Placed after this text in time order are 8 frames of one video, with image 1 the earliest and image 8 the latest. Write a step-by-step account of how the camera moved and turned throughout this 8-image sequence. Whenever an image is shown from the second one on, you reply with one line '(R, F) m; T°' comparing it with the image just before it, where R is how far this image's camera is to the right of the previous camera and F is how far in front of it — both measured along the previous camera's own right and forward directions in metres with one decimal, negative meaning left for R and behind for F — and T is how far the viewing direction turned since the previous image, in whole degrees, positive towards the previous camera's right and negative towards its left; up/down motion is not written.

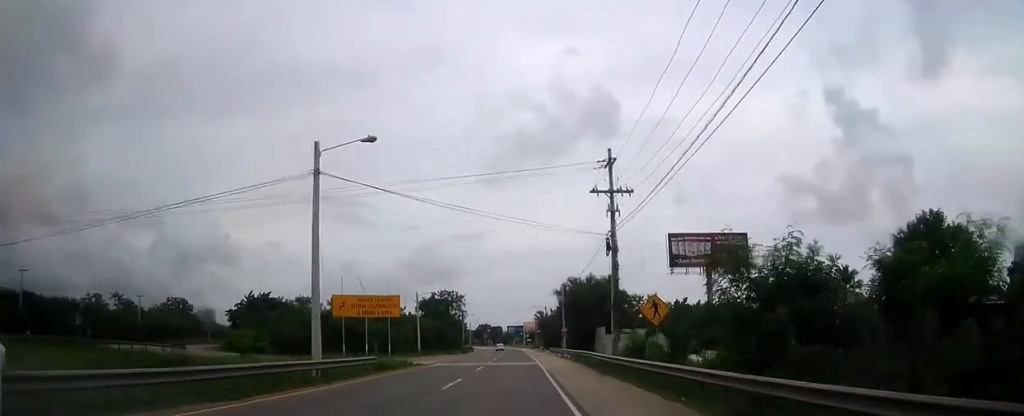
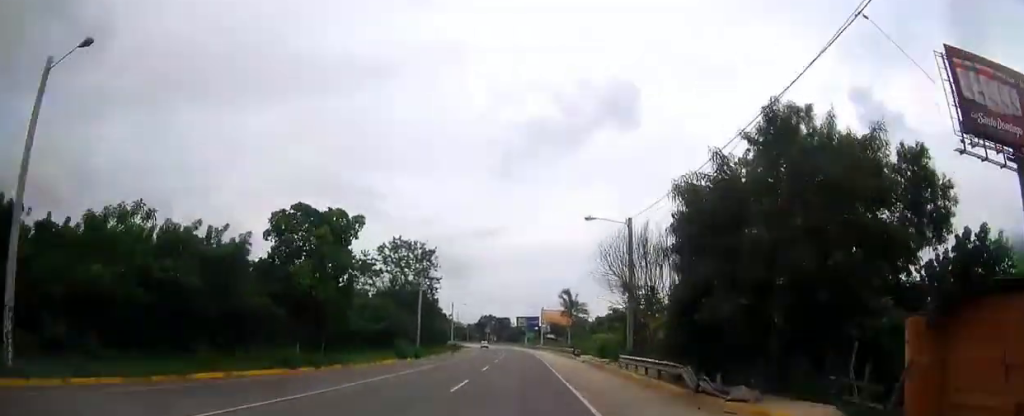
(-0.8, +76.3) m; -2°
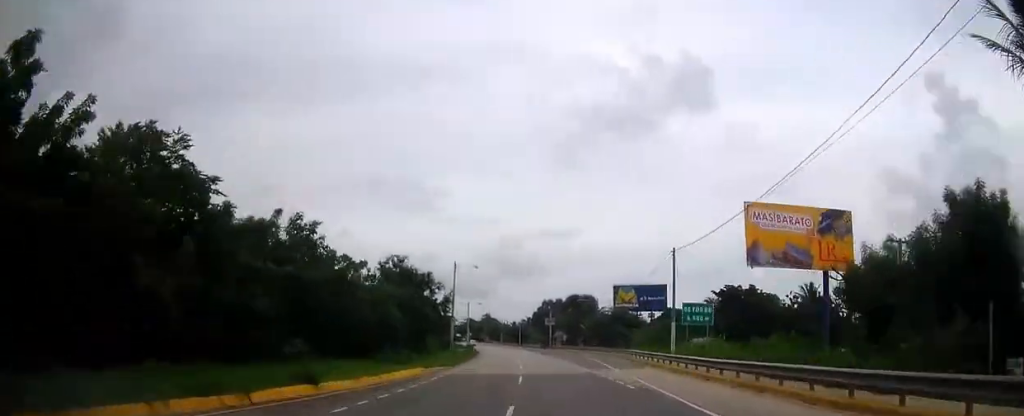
(-4.9, +114.6) m; -7°
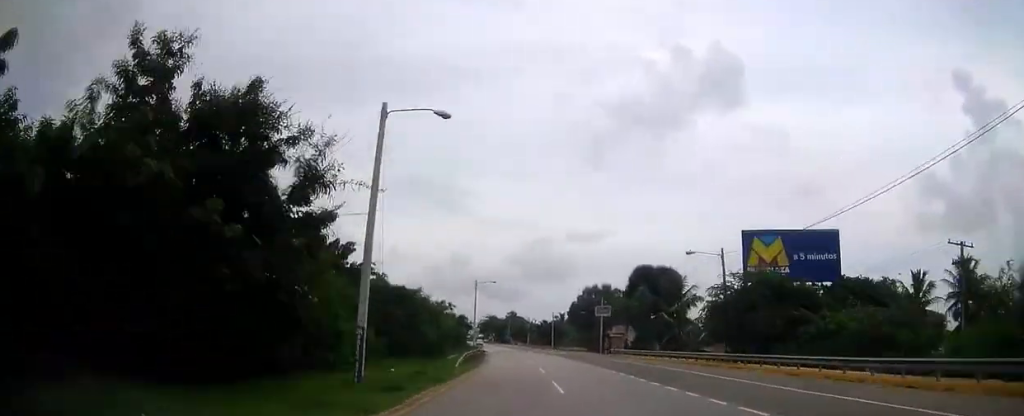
(-0.9, +41.1) m; -3°
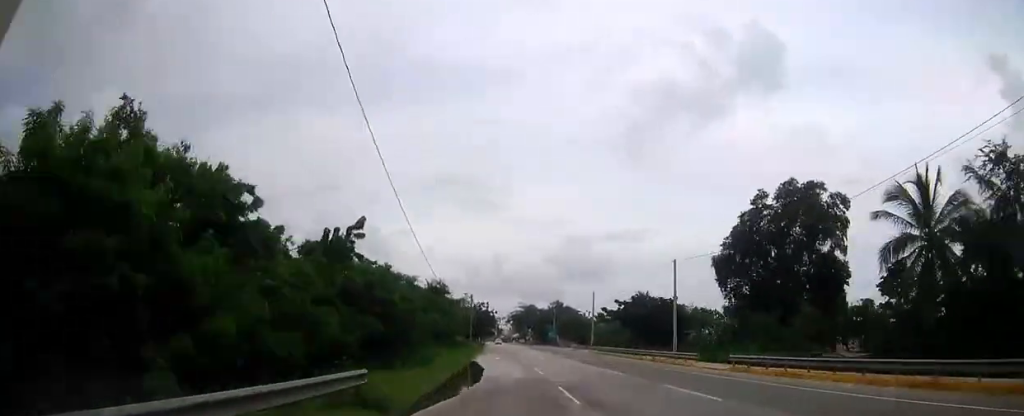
(-3.2, +71.9) m; -4°
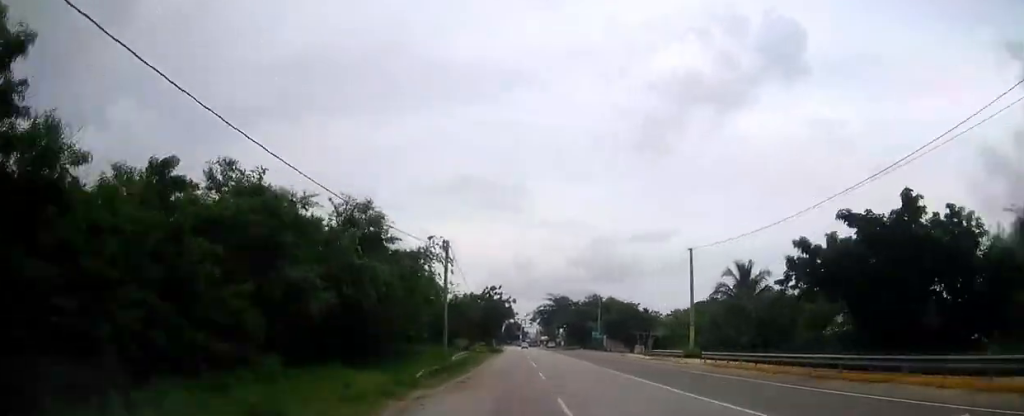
(-0.8, +40.9) m; -2°
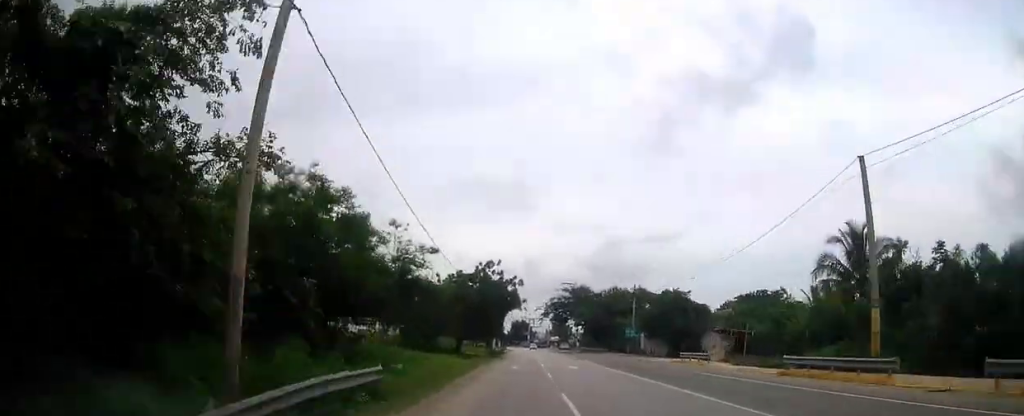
(-0.3, +23.5) m; -1°
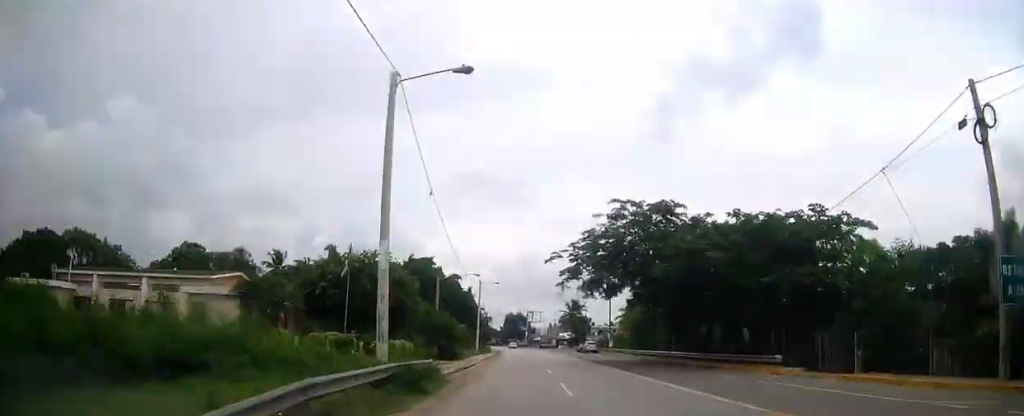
(-0.6, +58.2) m; -1°
